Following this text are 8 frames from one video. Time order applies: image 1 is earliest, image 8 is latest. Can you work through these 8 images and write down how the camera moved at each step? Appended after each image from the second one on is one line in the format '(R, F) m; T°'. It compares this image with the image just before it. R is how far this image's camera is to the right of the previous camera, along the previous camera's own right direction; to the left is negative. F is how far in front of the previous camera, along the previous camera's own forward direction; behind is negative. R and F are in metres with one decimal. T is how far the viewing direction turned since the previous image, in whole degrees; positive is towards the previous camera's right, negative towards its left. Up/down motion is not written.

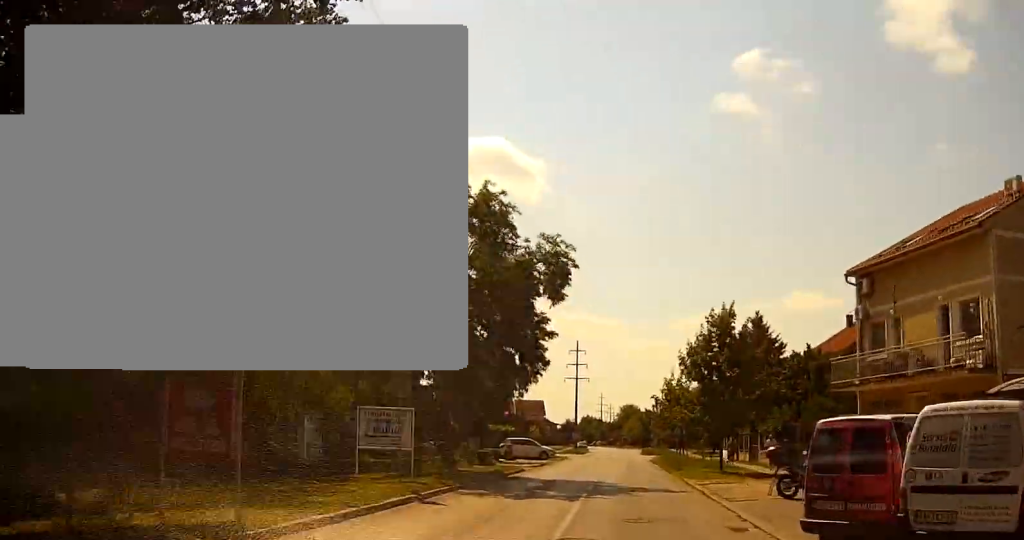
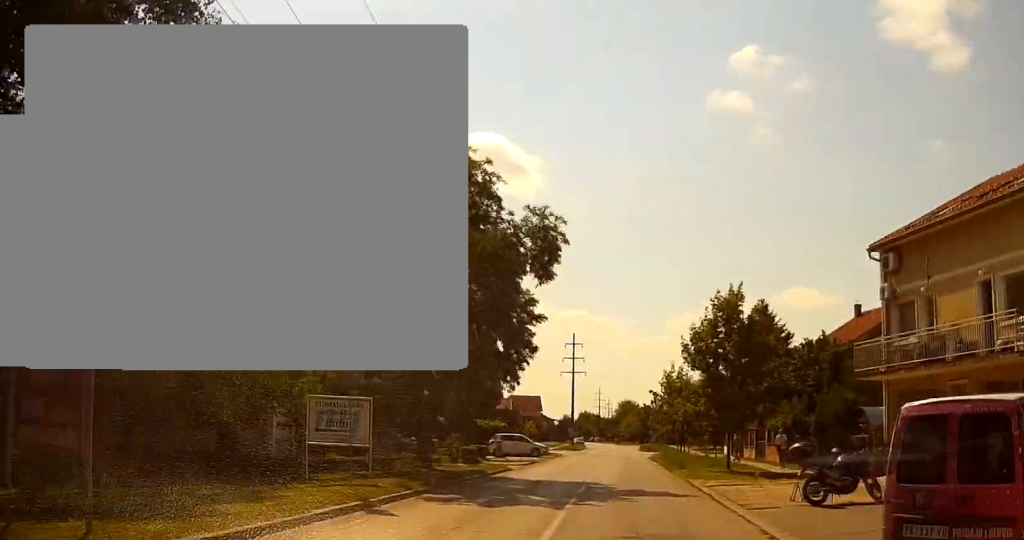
(0.0, +3.9) m; 0°
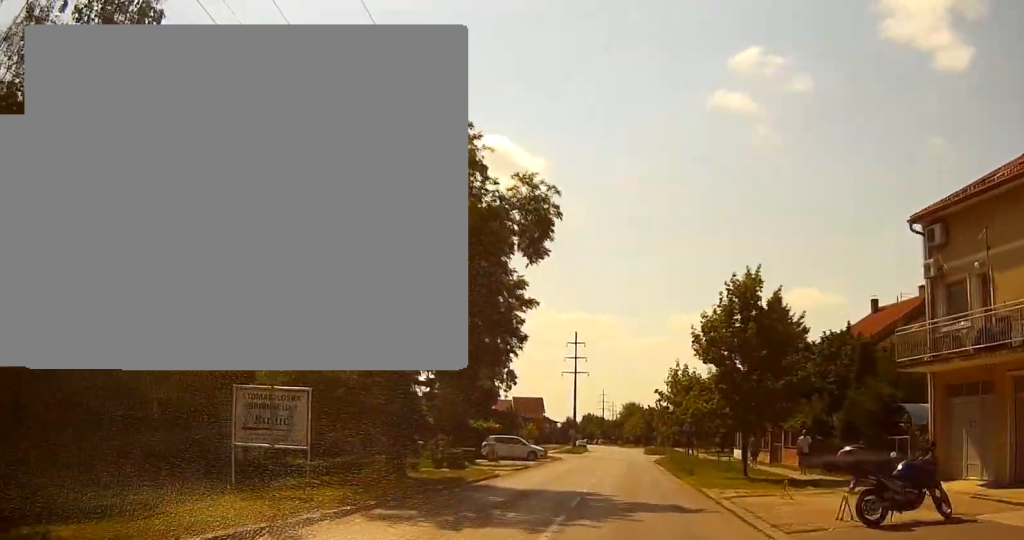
(-0.1, +4.2) m; 0°
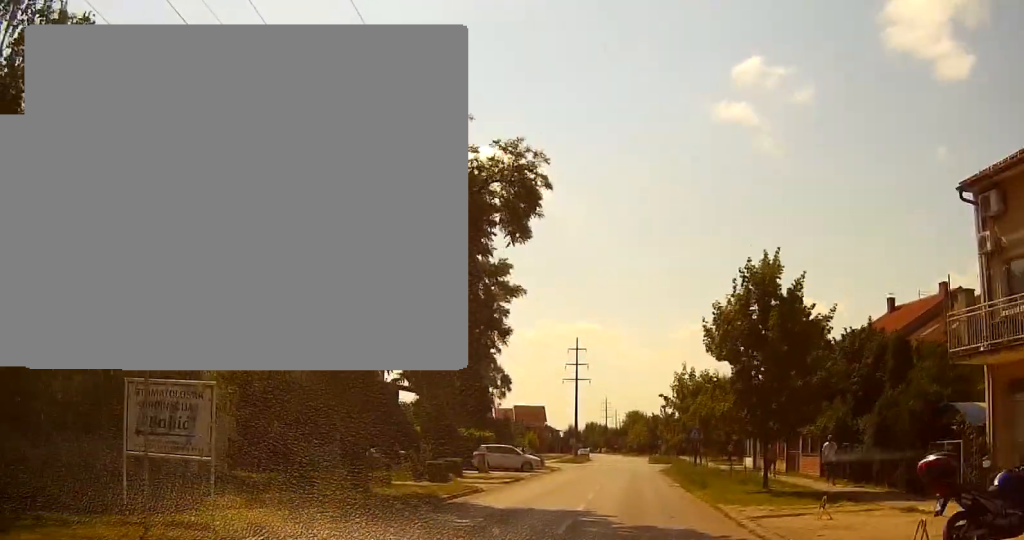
(0.0, +4.3) m; 0°
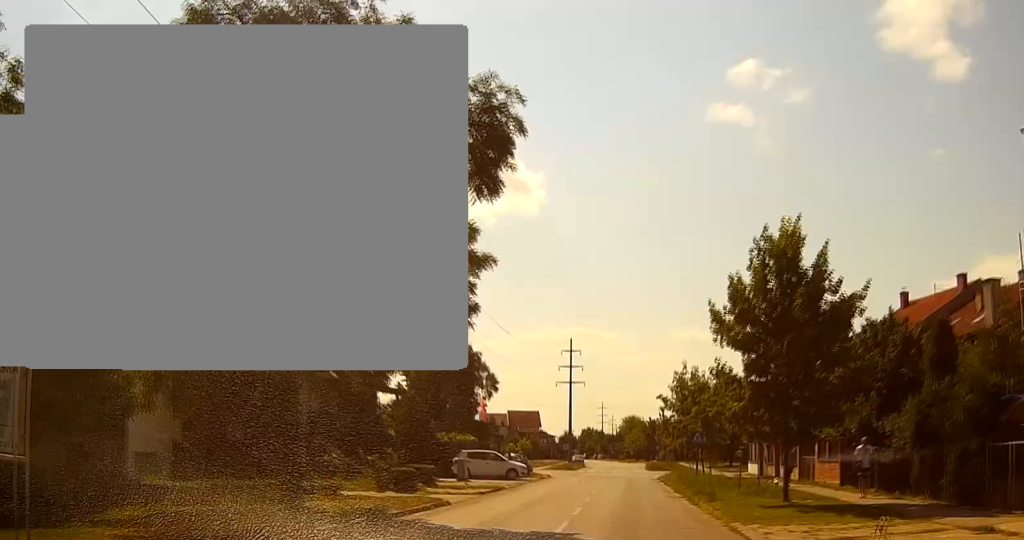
(+0.1, +4.7) m; 0°
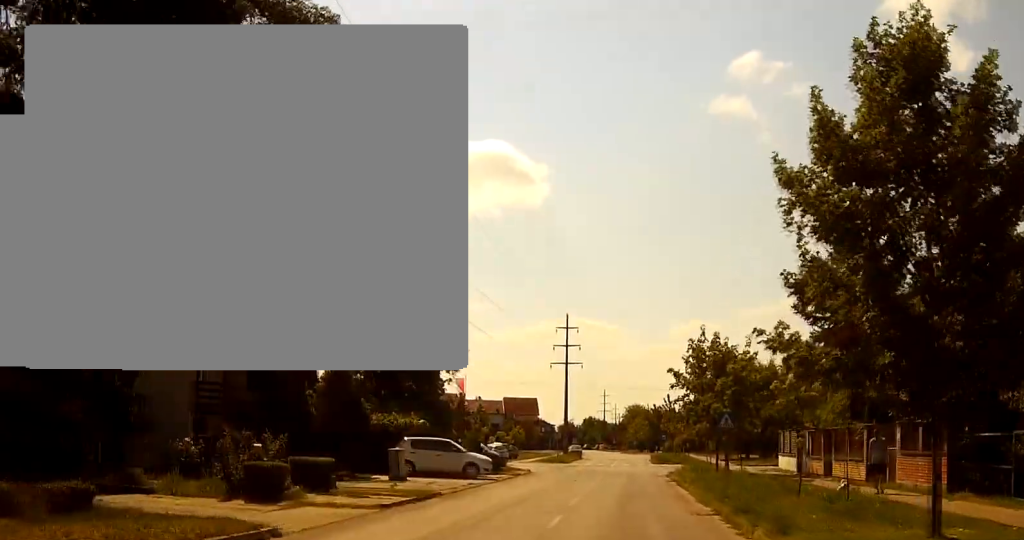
(-0.5, +11.9) m; -2°
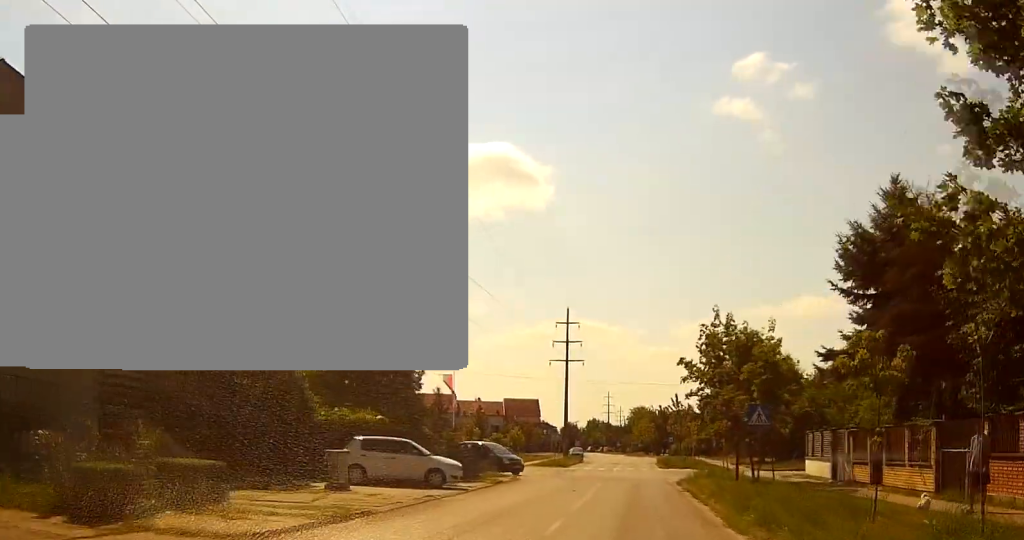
(+0.1, +6.7) m; +1°
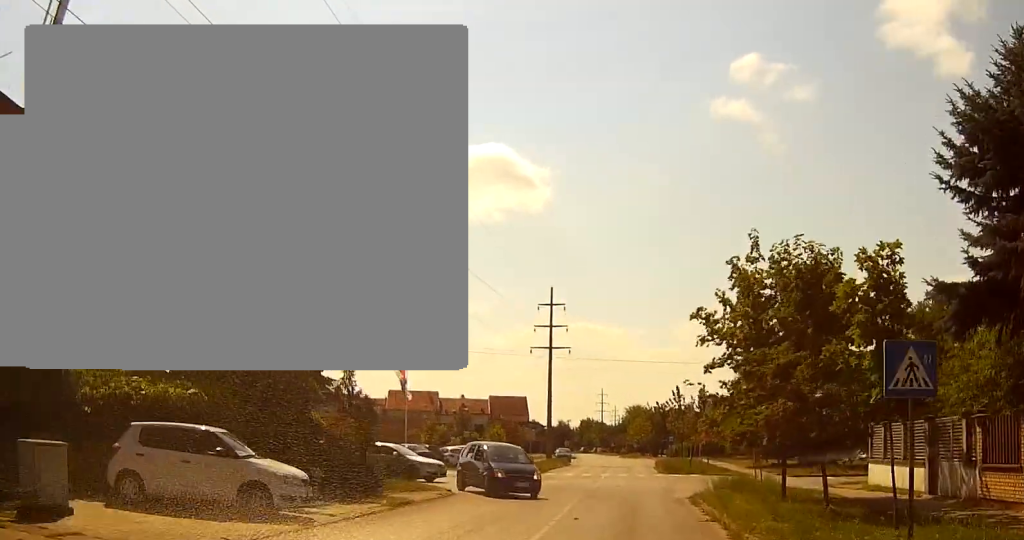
(0.0, +13.2) m; +1°
